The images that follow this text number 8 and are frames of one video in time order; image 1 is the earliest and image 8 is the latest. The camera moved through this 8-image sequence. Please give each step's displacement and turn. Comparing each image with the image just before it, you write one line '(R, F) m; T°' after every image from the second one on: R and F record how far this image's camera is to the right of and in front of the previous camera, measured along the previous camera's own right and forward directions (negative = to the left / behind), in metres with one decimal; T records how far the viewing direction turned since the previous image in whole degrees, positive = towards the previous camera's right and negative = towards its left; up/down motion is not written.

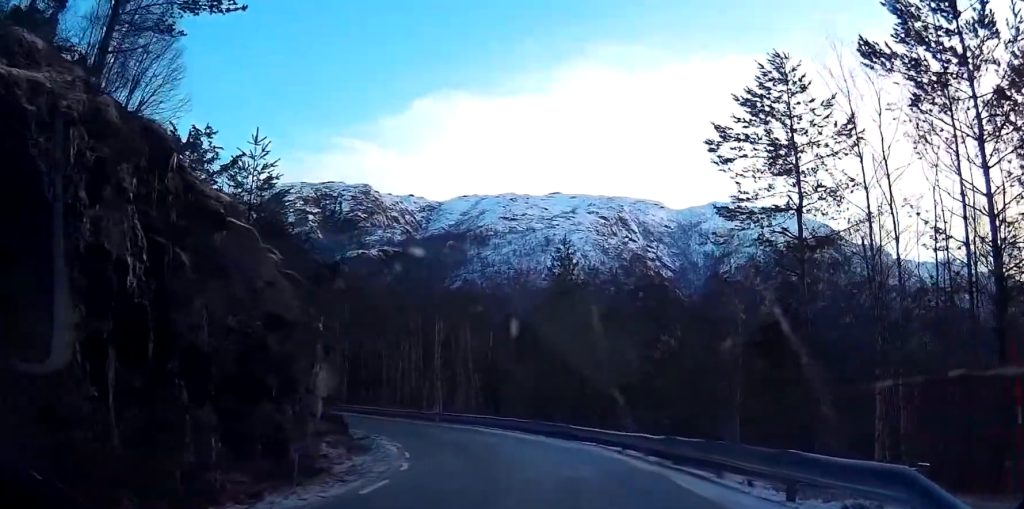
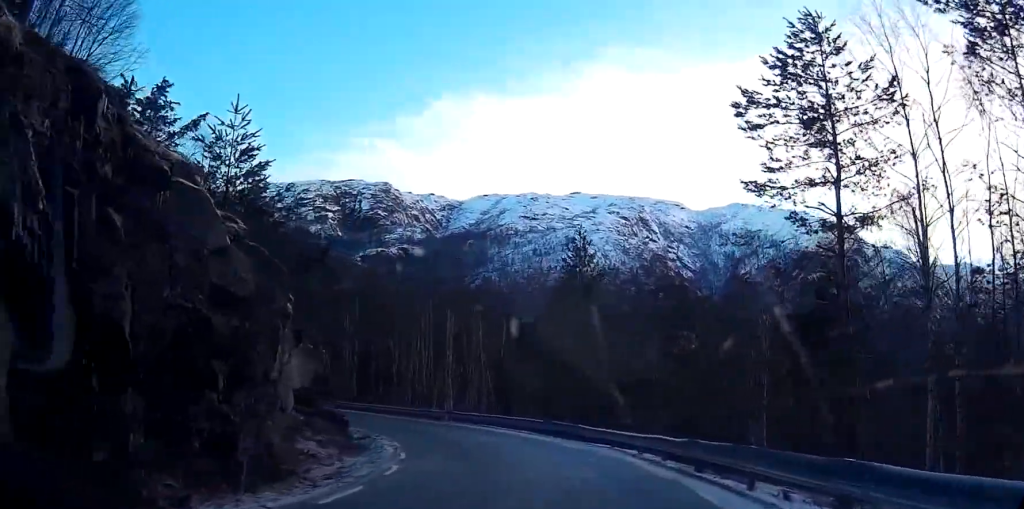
(-0.1, +3.1) m; +2°
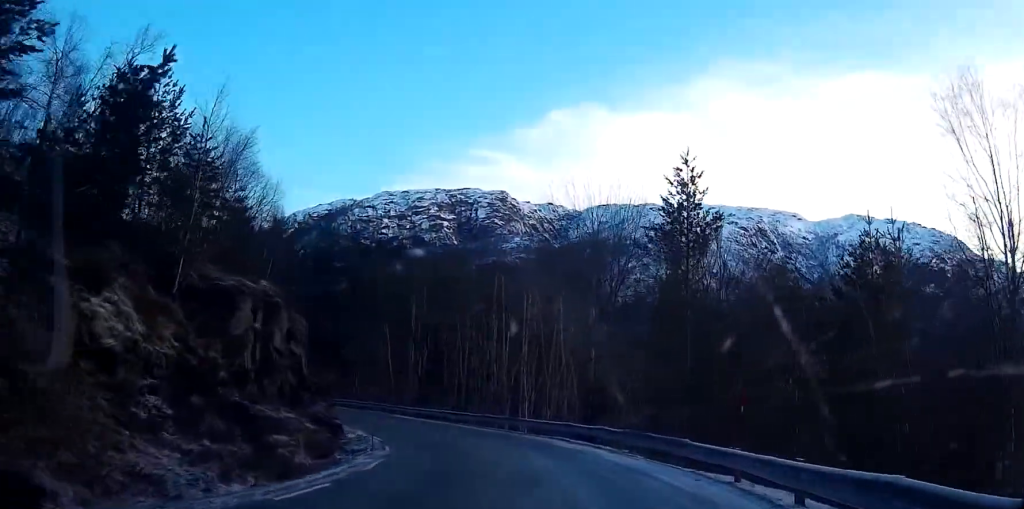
(+0.5, +16.7) m; -5°
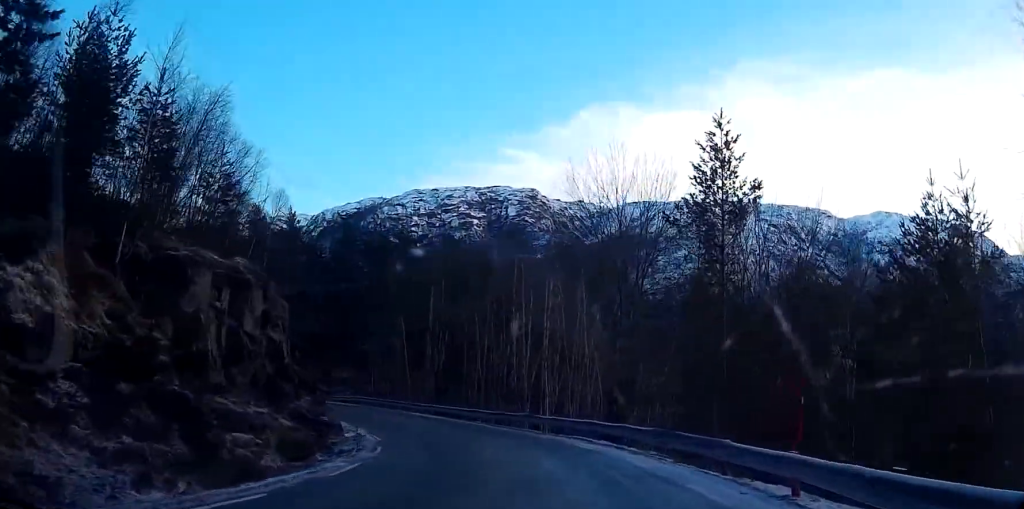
(-0.2, +4.4) m; -5°
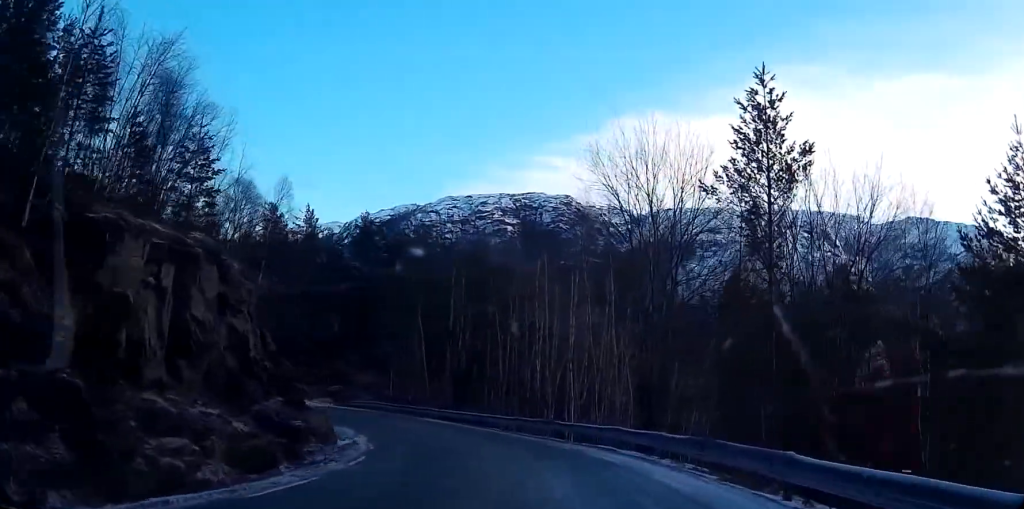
(-0.3, +5.0) m; -5°
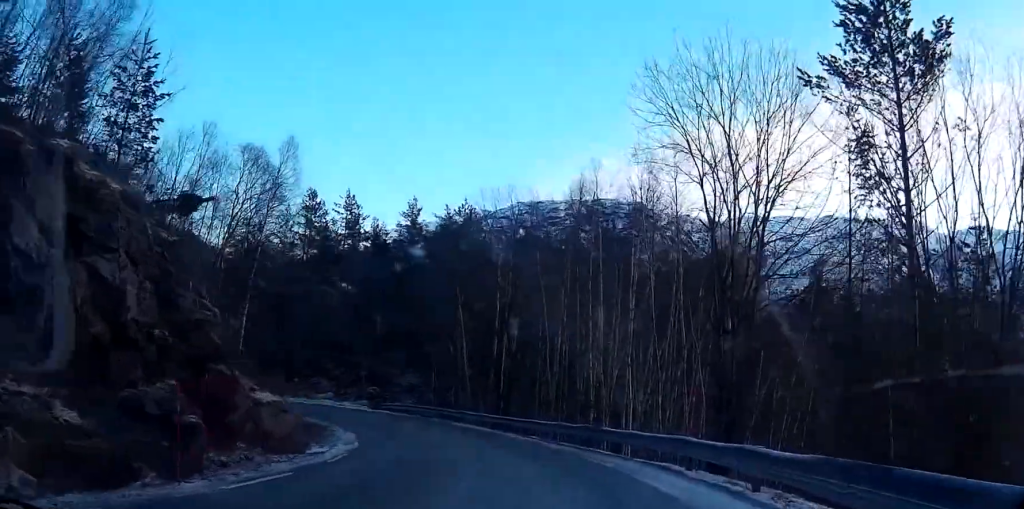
(-0.3, +9.3) m; -1°
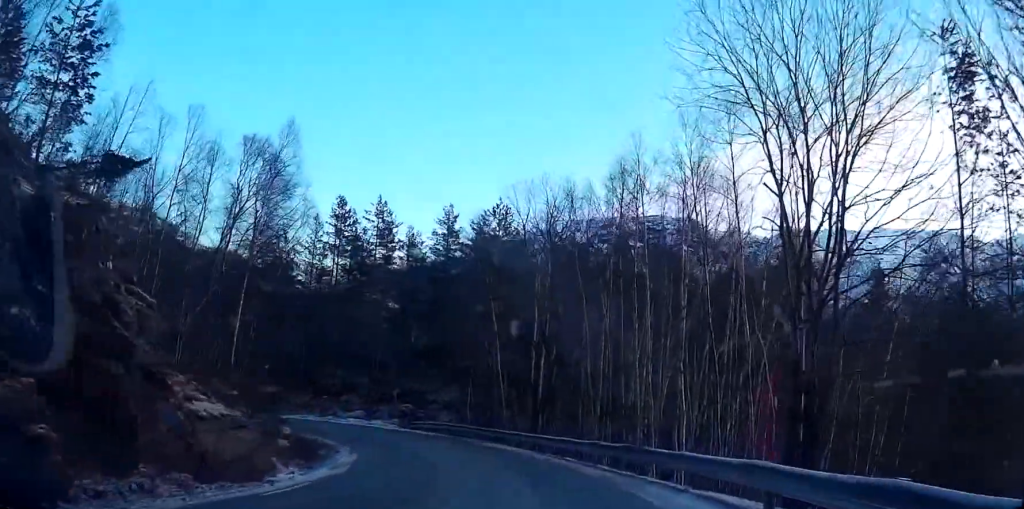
(+0.2, +6.2) m; -4°
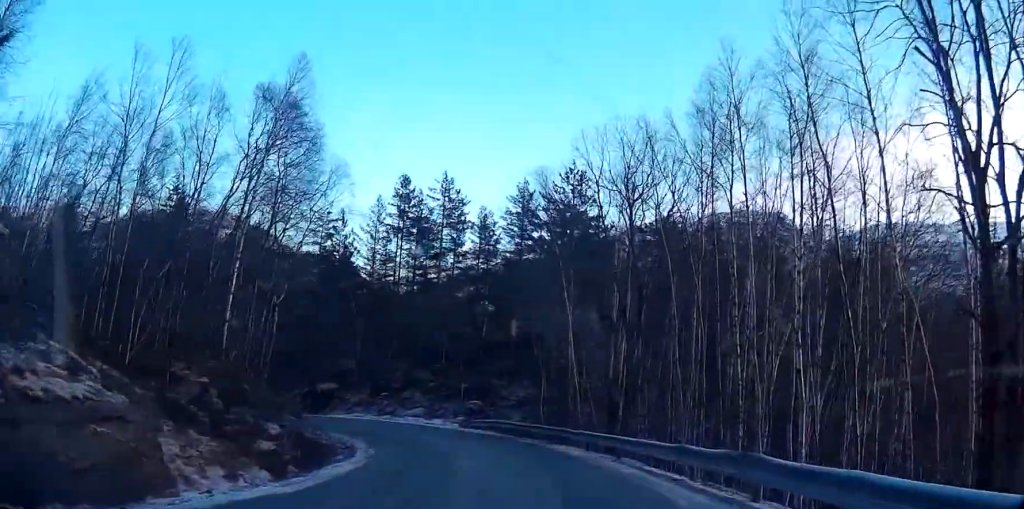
(-0.8, +8.5) m; -9°
